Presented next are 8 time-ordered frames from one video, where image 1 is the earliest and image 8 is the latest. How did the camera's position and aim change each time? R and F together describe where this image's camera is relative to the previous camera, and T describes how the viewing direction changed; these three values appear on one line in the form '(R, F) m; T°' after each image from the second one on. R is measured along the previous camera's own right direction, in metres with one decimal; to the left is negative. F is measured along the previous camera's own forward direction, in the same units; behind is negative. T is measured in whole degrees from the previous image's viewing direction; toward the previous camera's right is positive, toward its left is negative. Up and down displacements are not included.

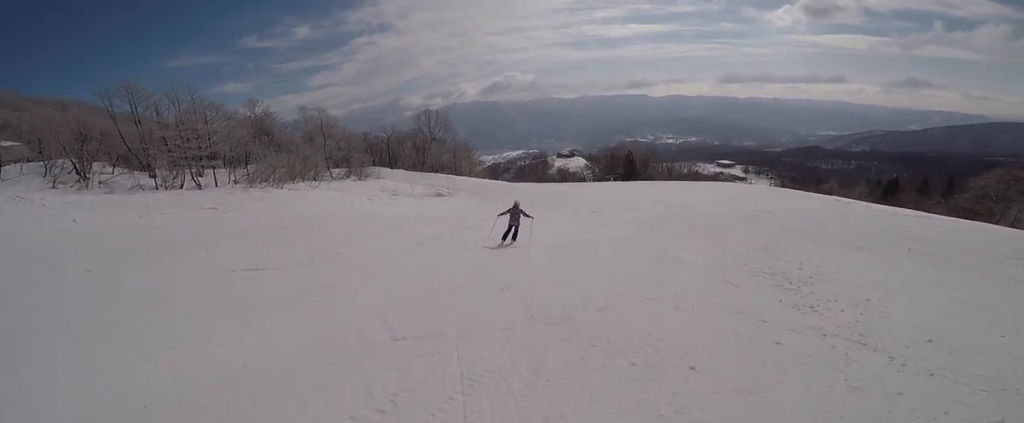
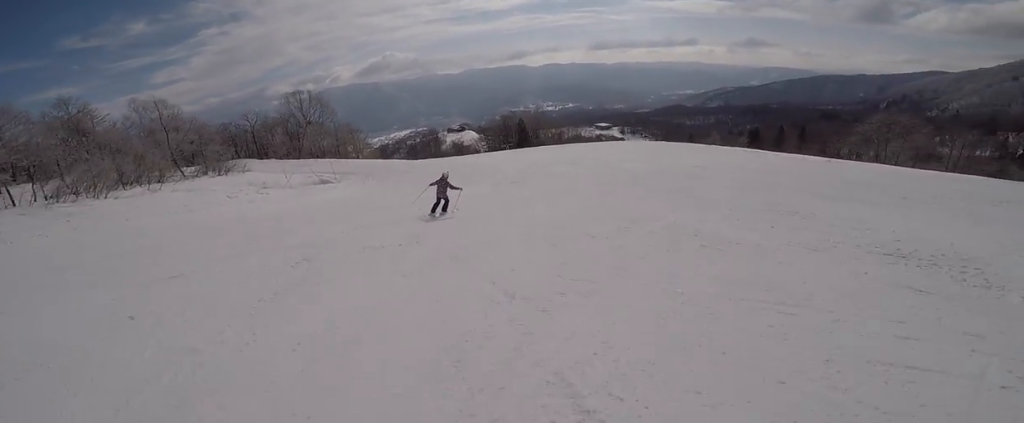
(-0.5, +4.8) m; +4°
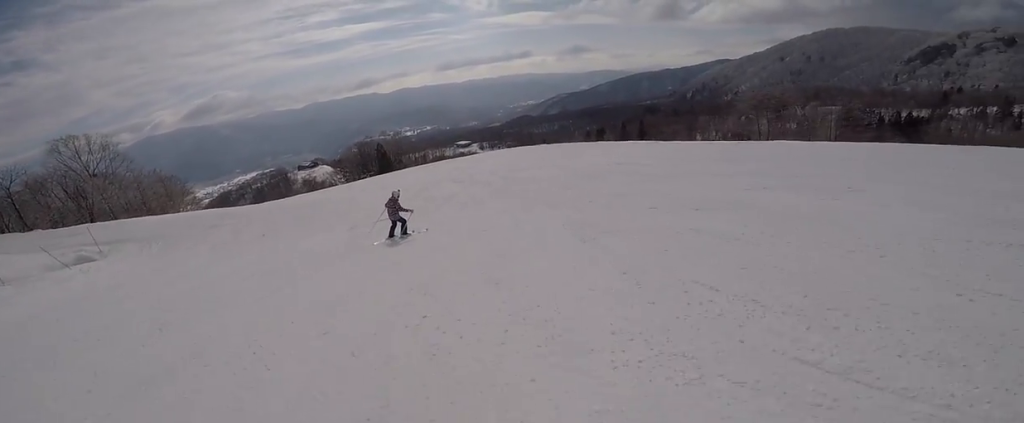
(+1.9, +9.1) m; +27°
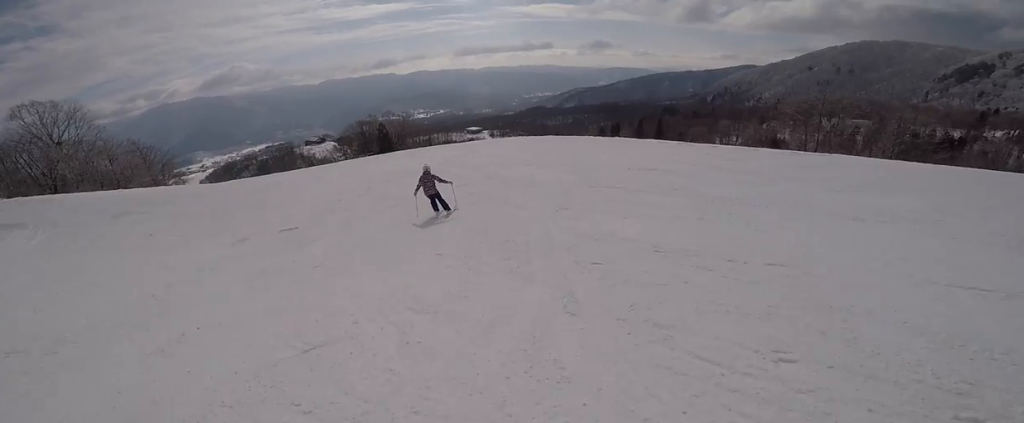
(+0.8, +6.9) m; +11°
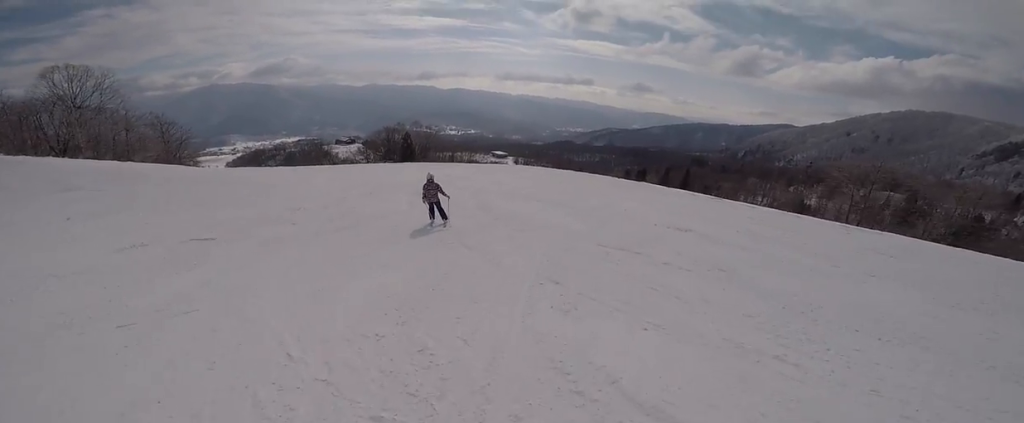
(-0.1, +3.9) m; +3°
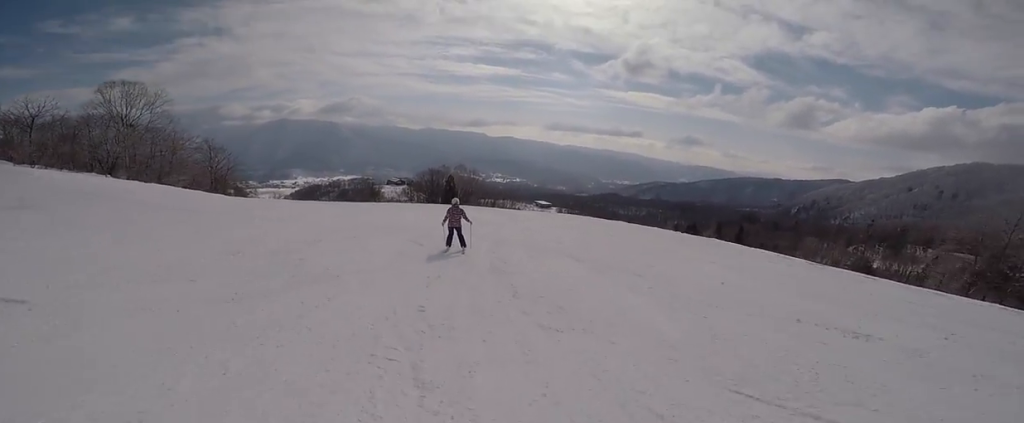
(+0.7, +5.3) m; 0°
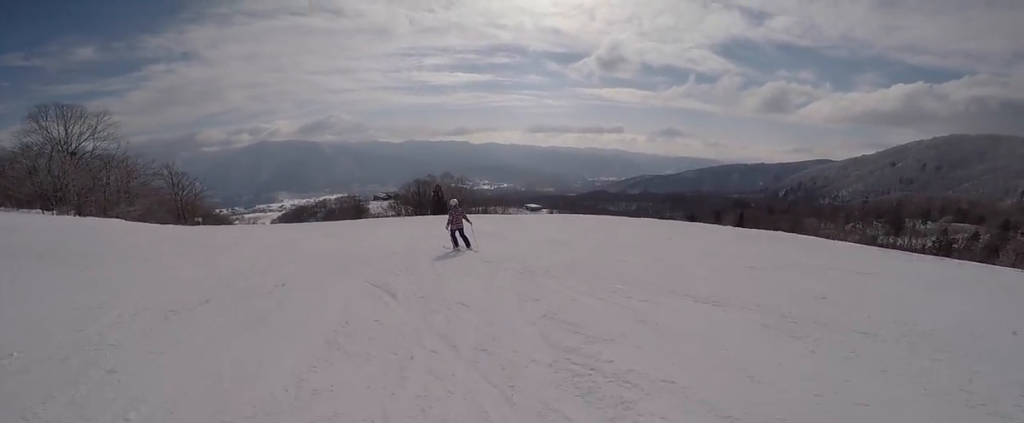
(-0.4, +5.3) m; -8°
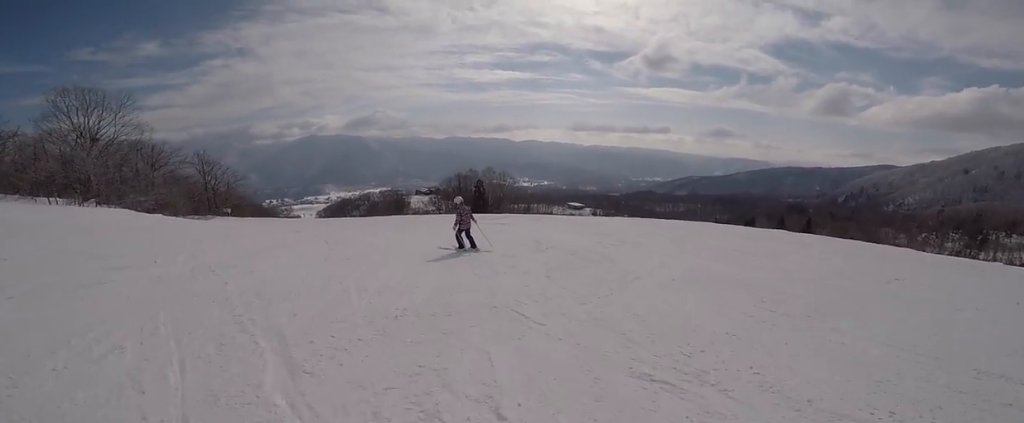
(-0.6, +5.9) m; -7°
